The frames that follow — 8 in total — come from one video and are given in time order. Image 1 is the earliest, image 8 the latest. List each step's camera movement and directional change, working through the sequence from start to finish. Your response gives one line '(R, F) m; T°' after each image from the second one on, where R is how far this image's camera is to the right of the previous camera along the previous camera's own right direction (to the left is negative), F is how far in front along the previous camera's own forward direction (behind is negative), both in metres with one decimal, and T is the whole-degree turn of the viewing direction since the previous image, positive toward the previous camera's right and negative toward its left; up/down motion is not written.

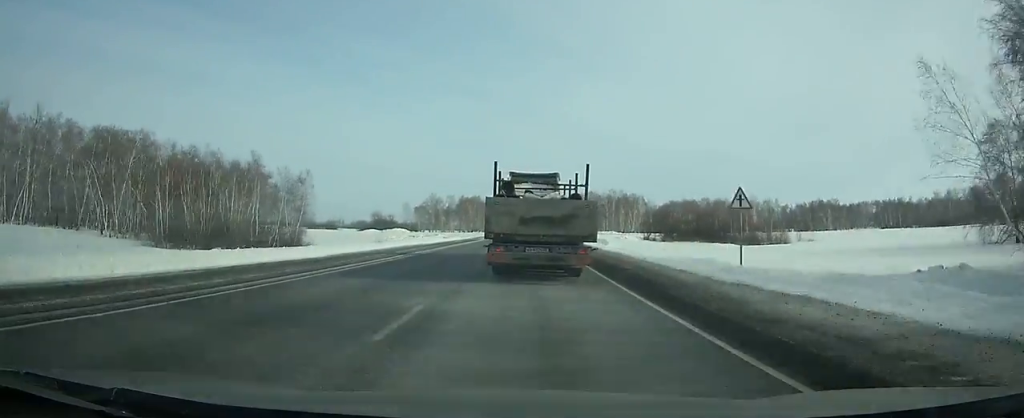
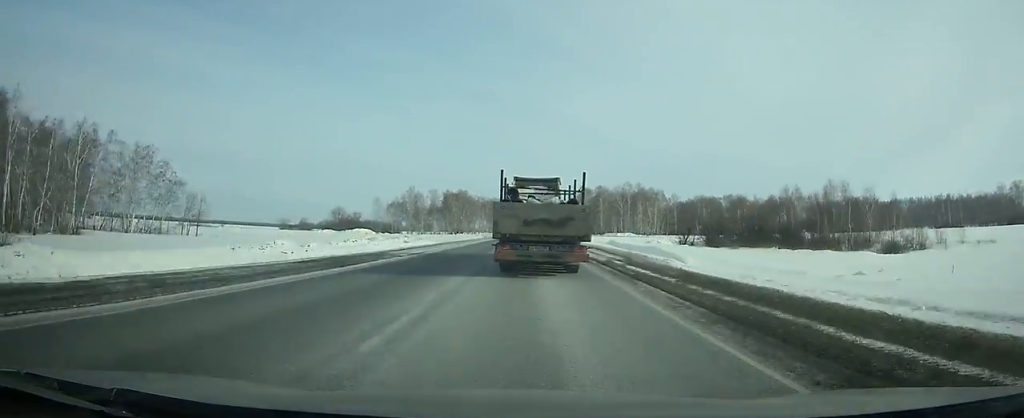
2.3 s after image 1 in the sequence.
(+0.2, +49.1) m; 0°
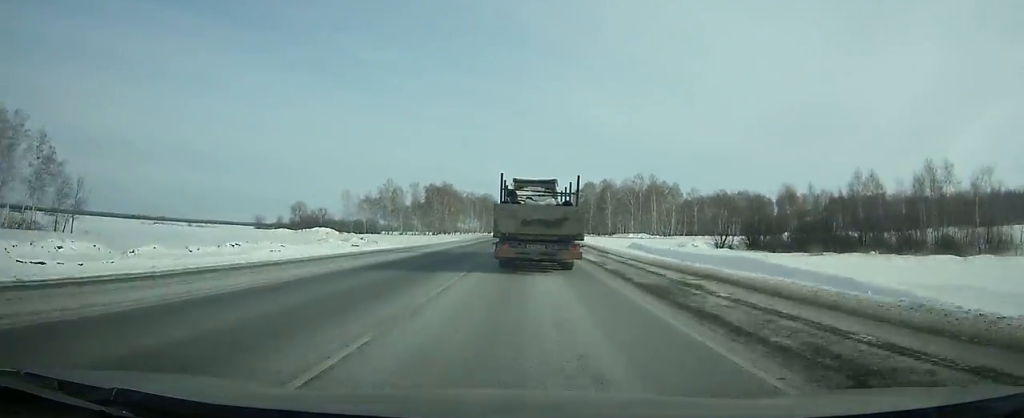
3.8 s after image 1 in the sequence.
(-0.1, +31.8) m; 0°
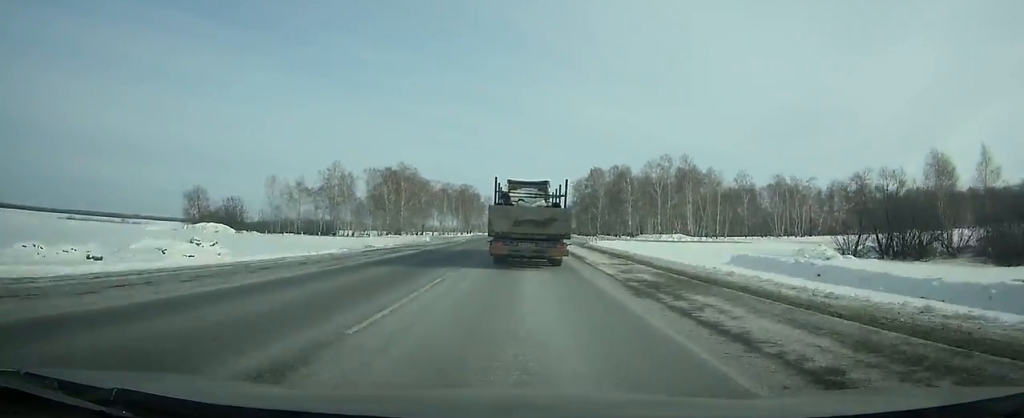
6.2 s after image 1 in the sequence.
(+0.4, +50.4) m; +1°
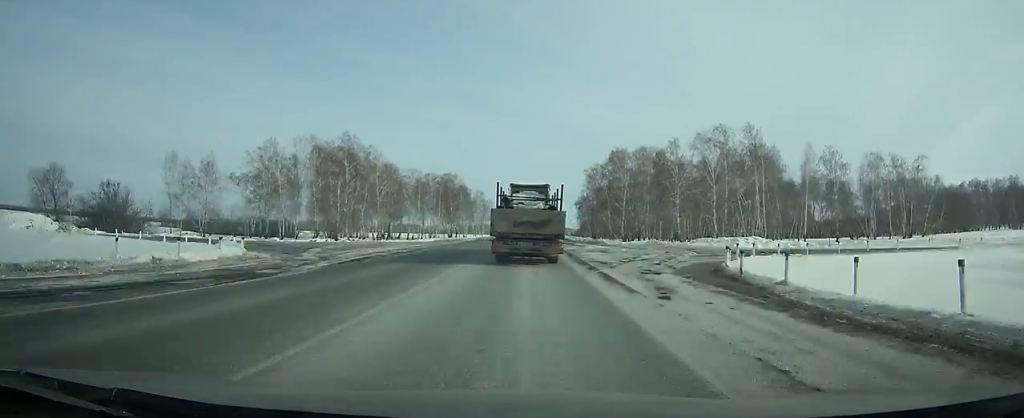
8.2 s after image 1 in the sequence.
(+0.2, +41.8) m; 0°
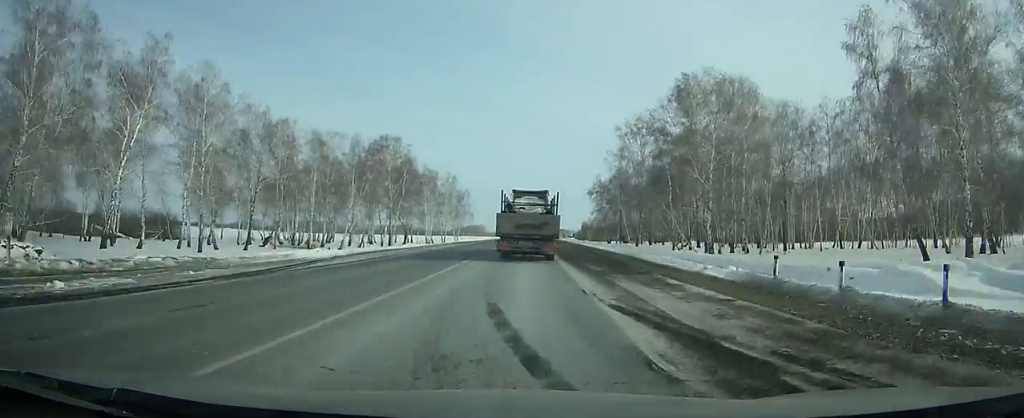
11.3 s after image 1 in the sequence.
(+0.3, +64.5) m; +1°
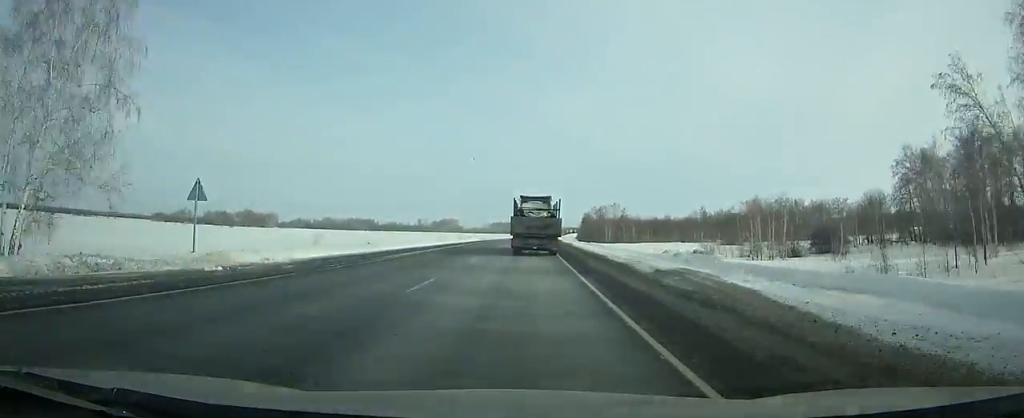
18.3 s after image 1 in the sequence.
(+2.2, +146.7) m; +1°
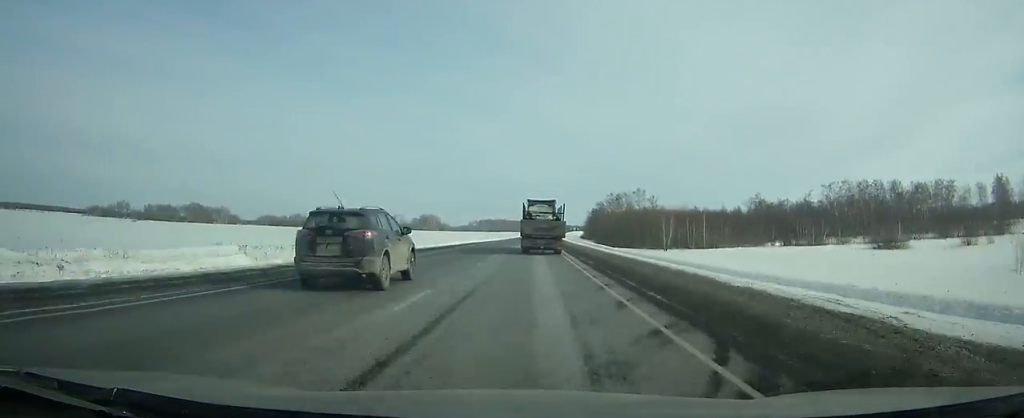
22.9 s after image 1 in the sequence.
(+0.6, +100.6) m; +1°
